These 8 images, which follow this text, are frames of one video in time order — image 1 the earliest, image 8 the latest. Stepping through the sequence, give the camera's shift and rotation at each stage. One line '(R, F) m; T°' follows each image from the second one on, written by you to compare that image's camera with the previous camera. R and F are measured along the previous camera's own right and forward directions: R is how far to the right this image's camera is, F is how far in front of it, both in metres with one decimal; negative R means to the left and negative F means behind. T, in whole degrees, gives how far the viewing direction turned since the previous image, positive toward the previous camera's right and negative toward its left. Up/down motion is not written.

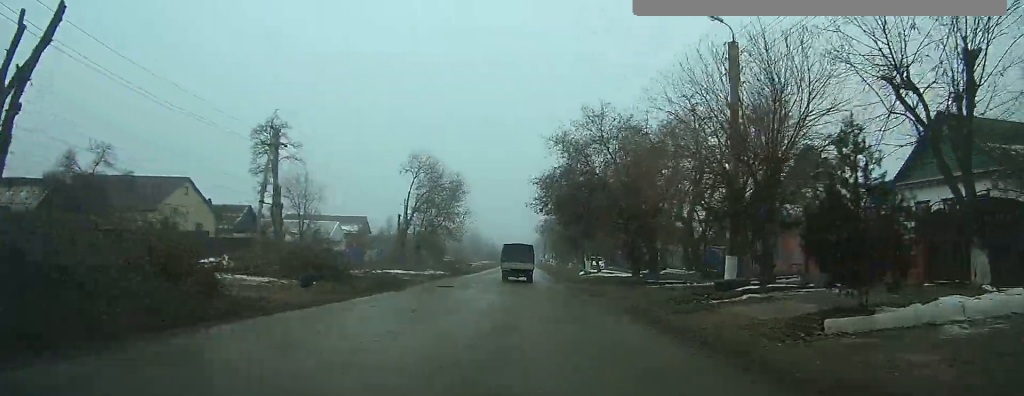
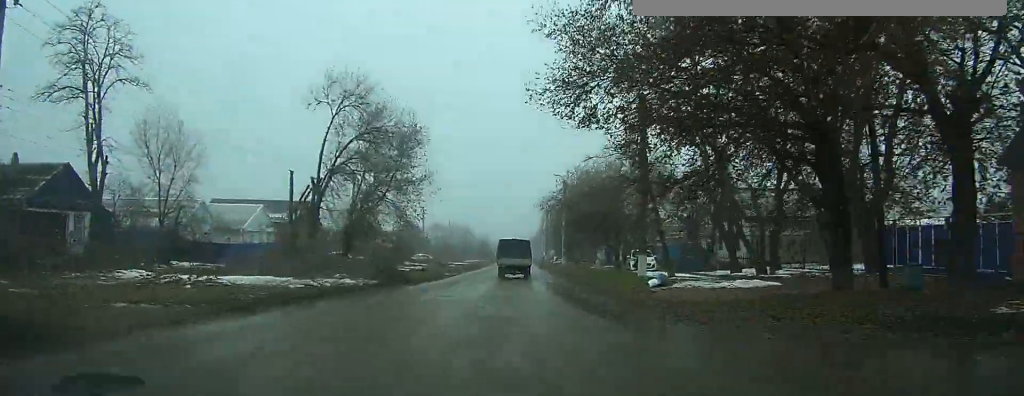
(-0.2, +19.0) m; 0°
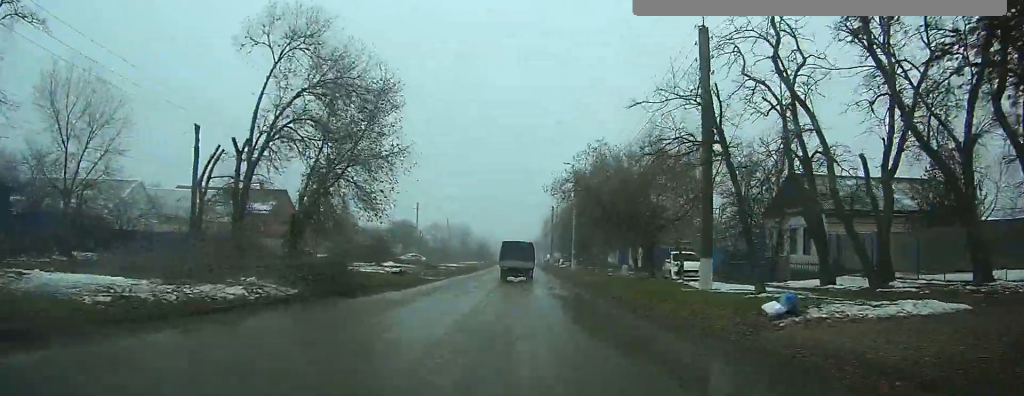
(0.0, +7.3) m; 0°
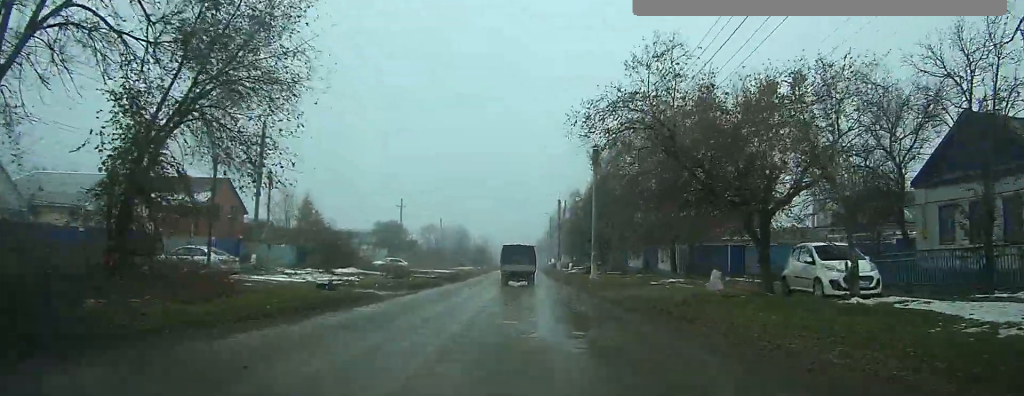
(+0.1, +12.1) m; 0°
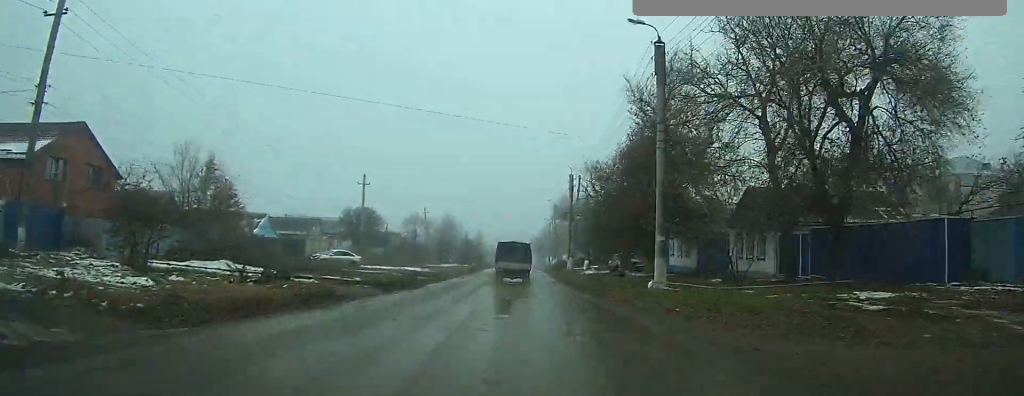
(+0.1, +22.3) m; 0°
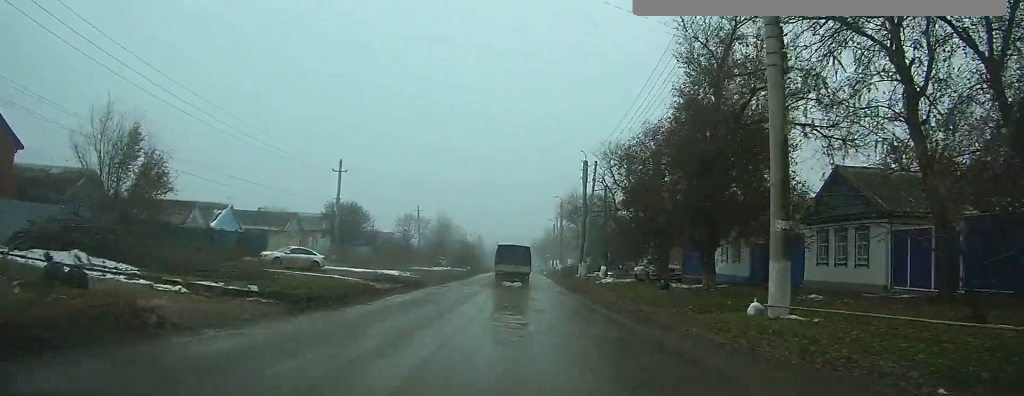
(0.0, +12.1) m; 0°
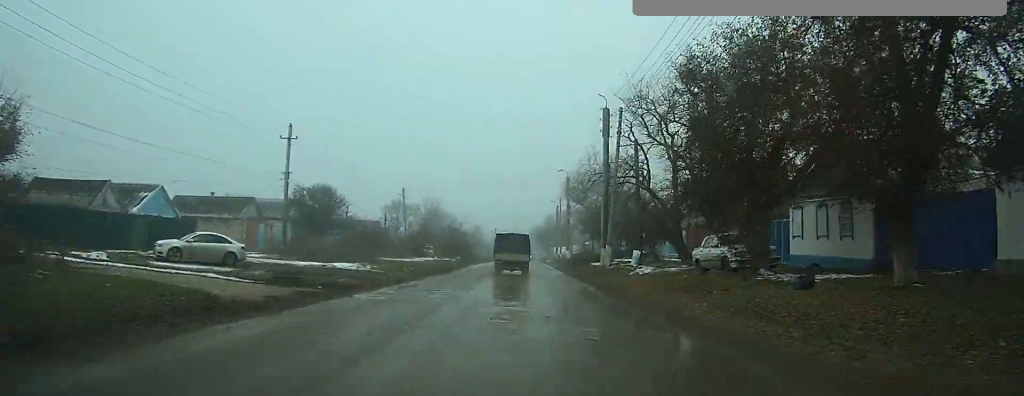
(0.0, +14.7) m; 0°
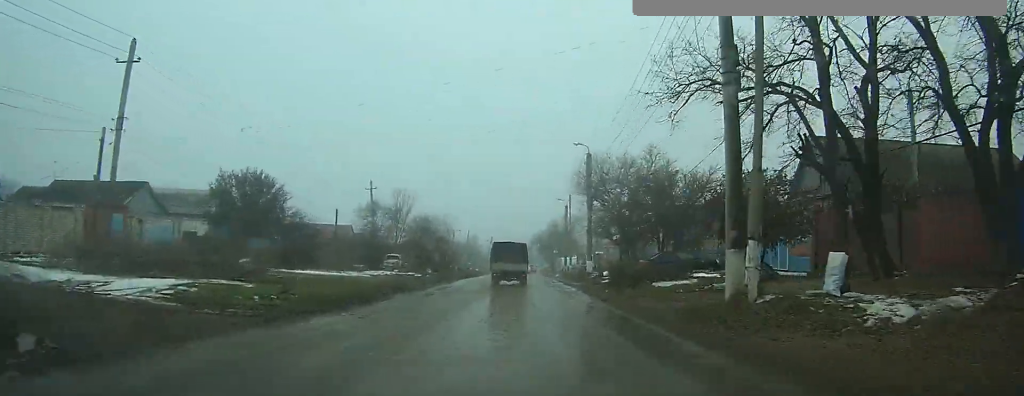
(0.0, +21.7) m; 0°
